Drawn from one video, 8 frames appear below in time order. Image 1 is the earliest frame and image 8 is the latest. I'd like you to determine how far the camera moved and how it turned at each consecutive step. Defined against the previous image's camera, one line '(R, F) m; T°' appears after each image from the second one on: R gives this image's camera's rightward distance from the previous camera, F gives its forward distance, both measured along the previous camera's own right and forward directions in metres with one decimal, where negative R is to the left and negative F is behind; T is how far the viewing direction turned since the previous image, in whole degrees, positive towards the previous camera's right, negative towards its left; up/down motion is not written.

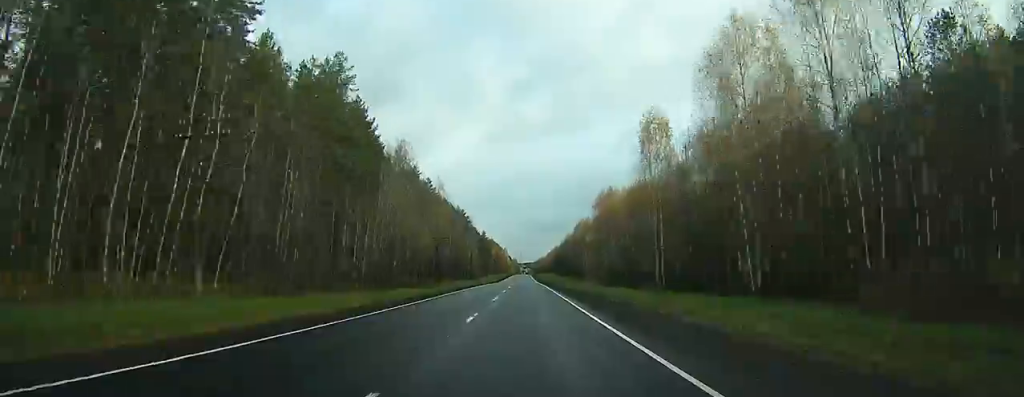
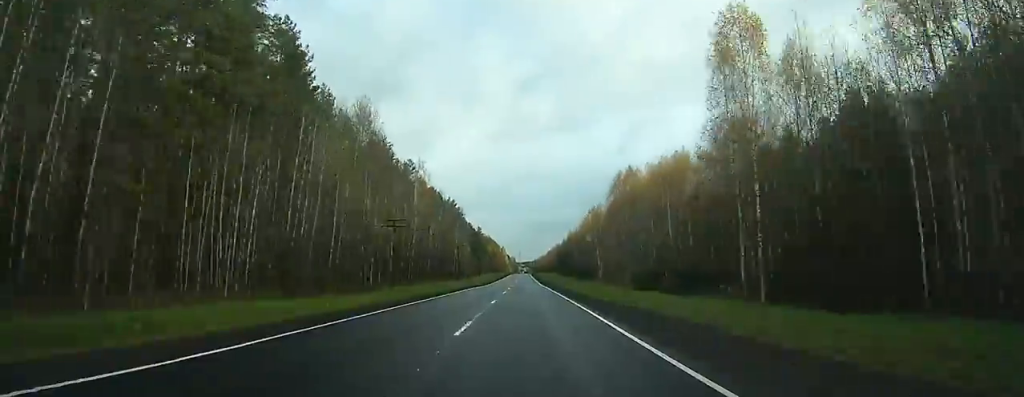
(-0.2, +27.7) m; 0°
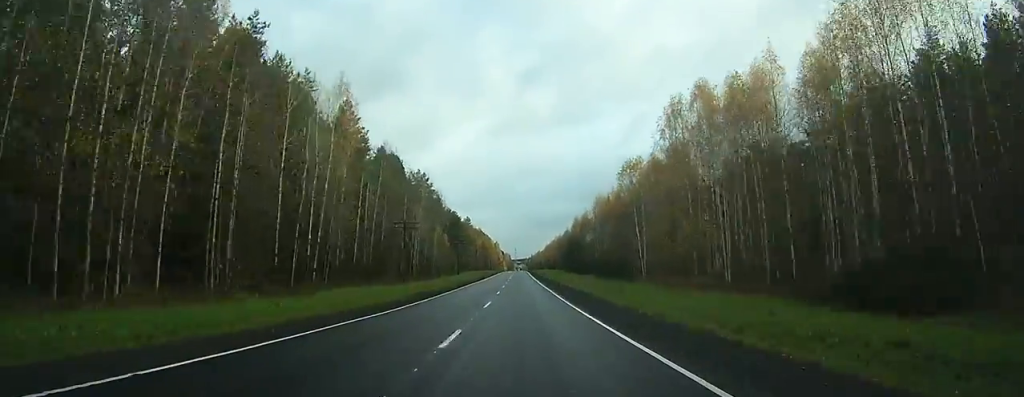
(+0.2, +49.6) m; 0°
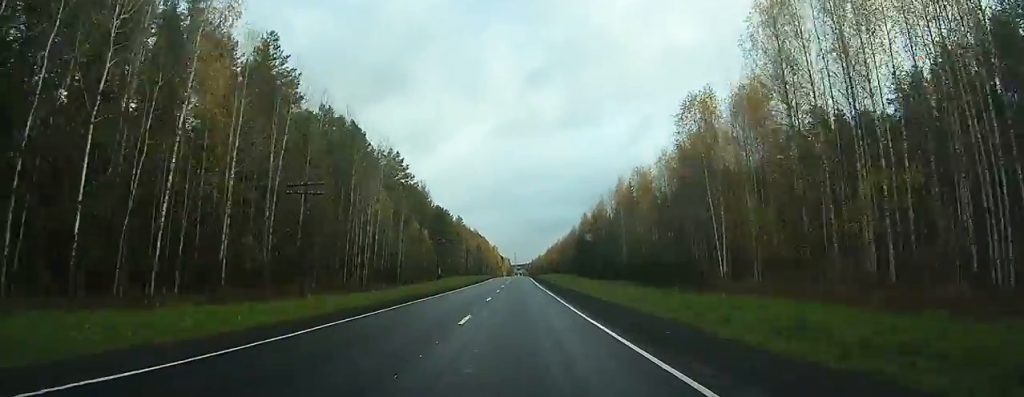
(+0.1, +31.4) m; 0°
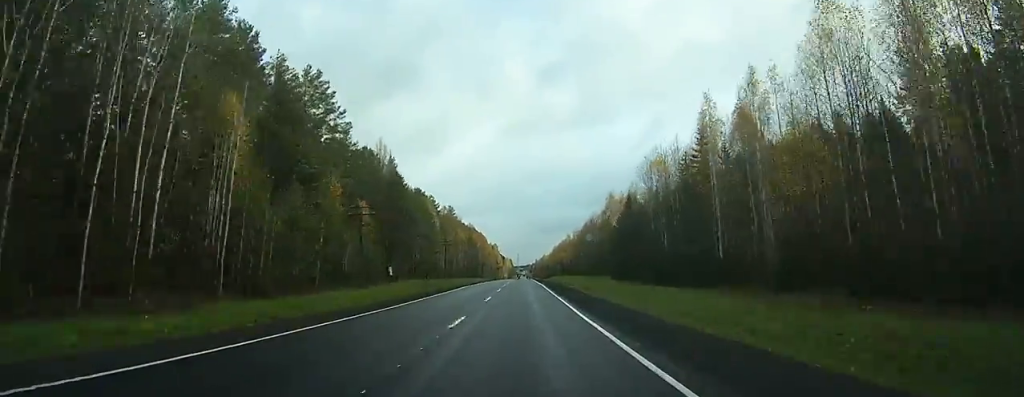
(0.0, +48.8) m; 0°
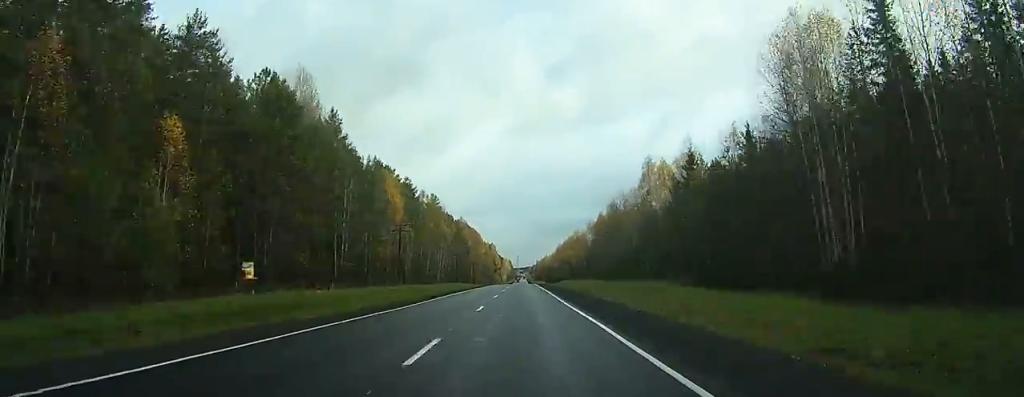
(0.0, +41.0) m; 0°
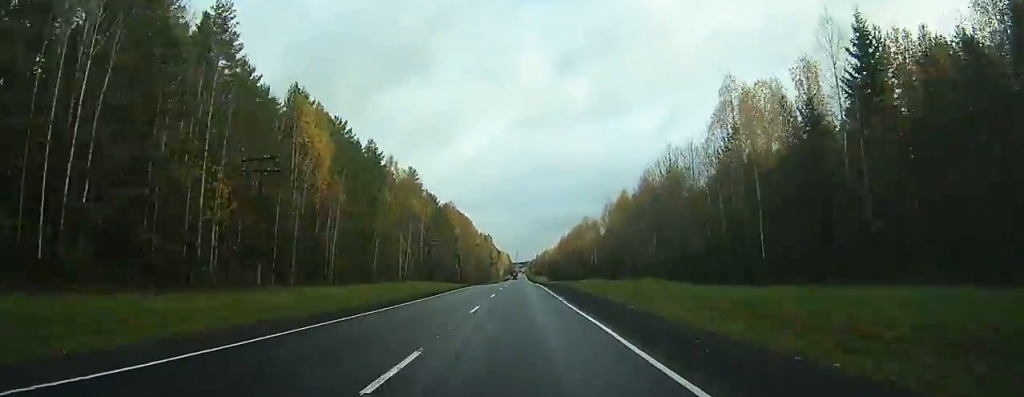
(+0.2, +37.6) m; 0°
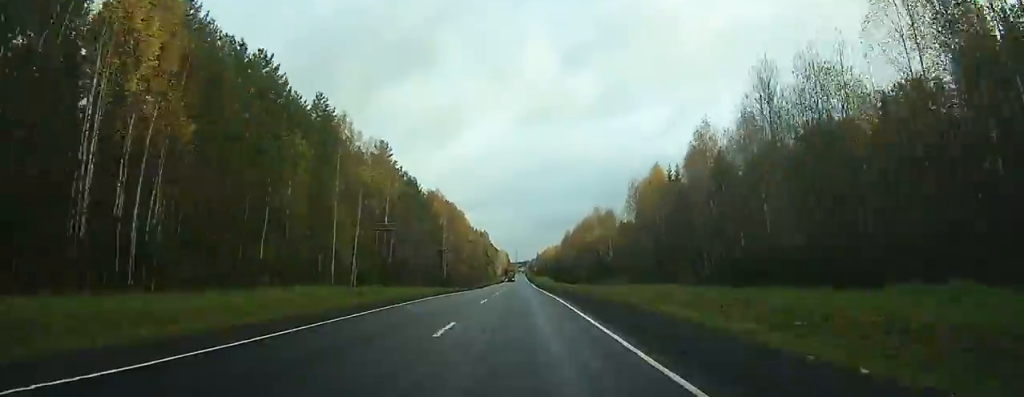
(-0.1, +31.1) m; 0°
